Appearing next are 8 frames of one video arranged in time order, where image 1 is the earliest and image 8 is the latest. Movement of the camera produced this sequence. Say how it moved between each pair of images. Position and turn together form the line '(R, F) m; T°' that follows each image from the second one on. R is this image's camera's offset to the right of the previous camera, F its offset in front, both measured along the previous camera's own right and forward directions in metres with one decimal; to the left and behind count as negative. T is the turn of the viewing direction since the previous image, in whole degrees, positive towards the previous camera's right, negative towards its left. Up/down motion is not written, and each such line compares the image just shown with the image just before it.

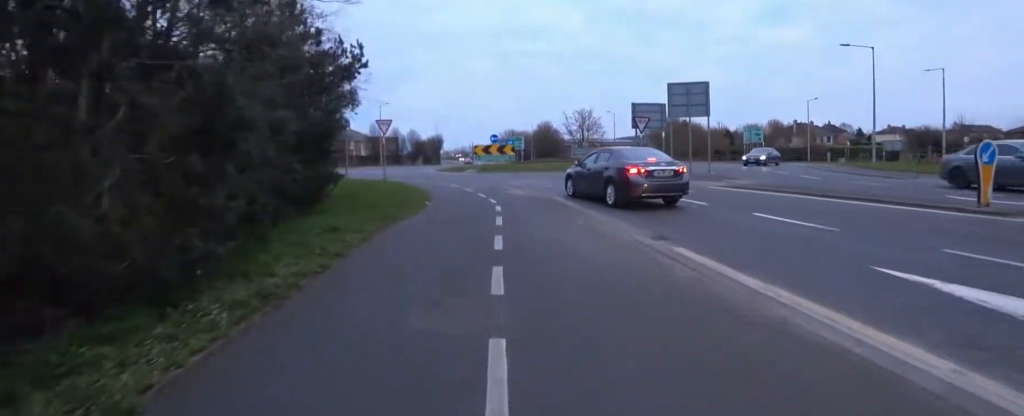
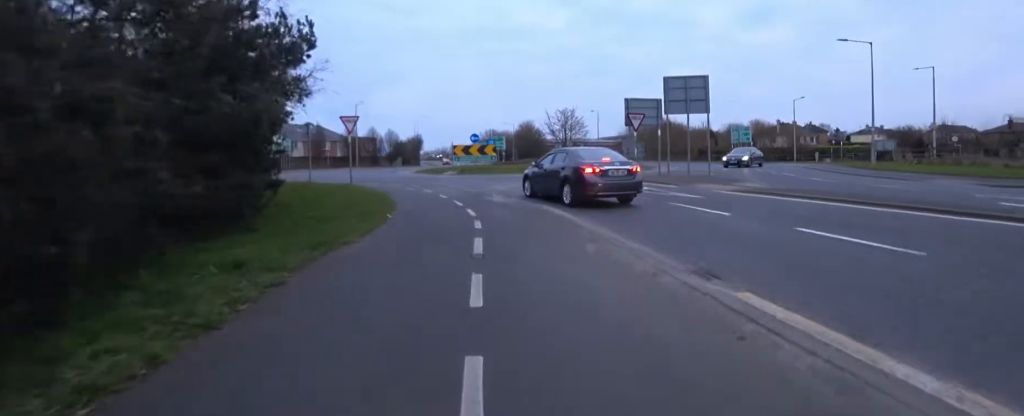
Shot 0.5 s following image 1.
(0.0, +2.1) m; -1°
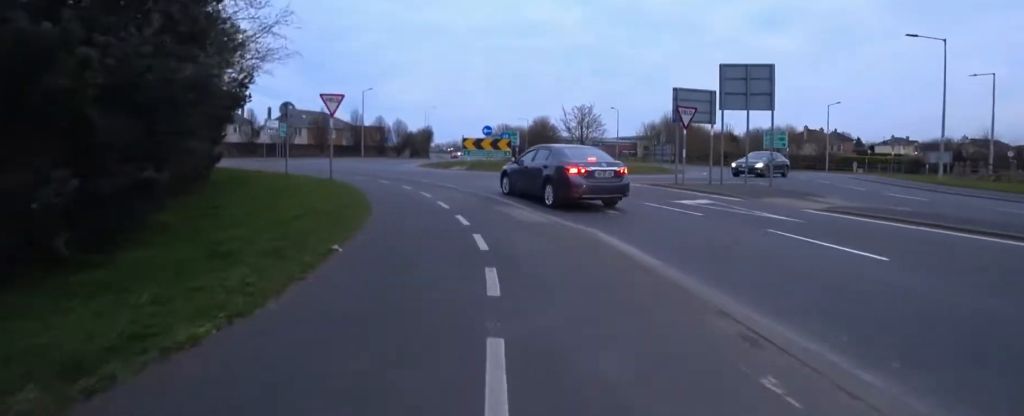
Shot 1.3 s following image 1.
(0.0, +3.8) m; -7°
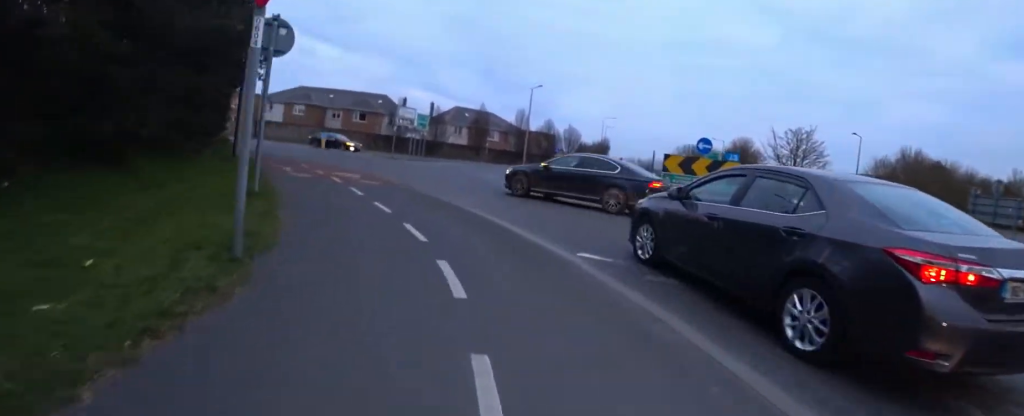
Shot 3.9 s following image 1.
(-3.5, +11.3) m; -30°
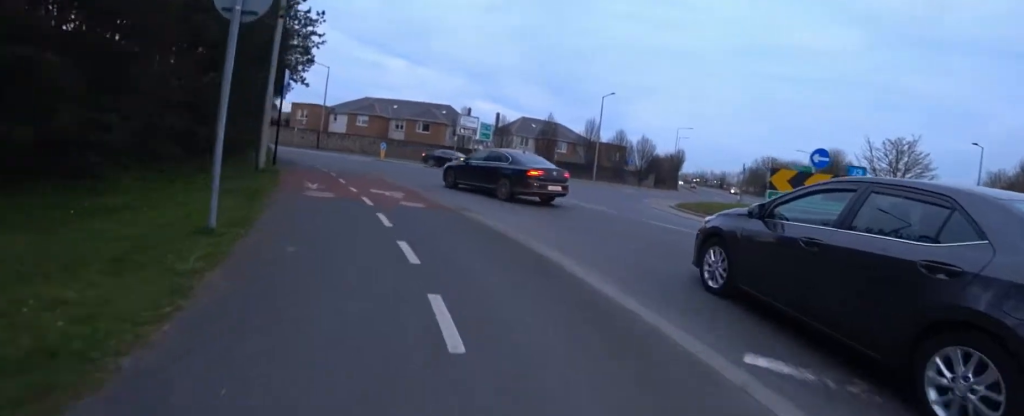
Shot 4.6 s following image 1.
(0.0, +3.0) m; -5°
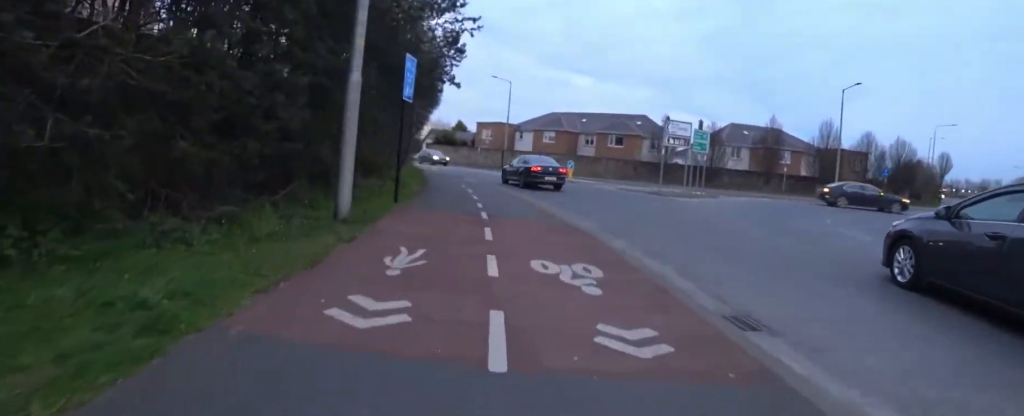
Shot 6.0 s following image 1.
(+0.2, +5.7) m; +1°
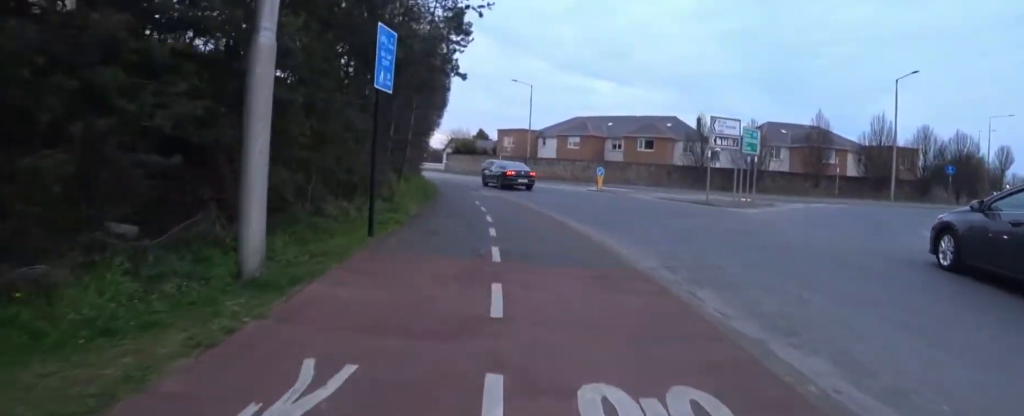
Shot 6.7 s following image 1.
(+0.1, +2.4) m; -8°
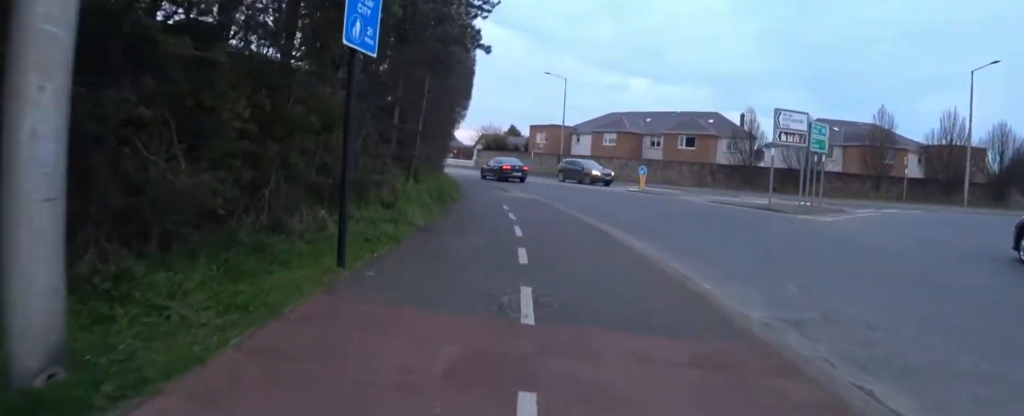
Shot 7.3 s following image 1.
(-0.8, +2.0) m; -11°
